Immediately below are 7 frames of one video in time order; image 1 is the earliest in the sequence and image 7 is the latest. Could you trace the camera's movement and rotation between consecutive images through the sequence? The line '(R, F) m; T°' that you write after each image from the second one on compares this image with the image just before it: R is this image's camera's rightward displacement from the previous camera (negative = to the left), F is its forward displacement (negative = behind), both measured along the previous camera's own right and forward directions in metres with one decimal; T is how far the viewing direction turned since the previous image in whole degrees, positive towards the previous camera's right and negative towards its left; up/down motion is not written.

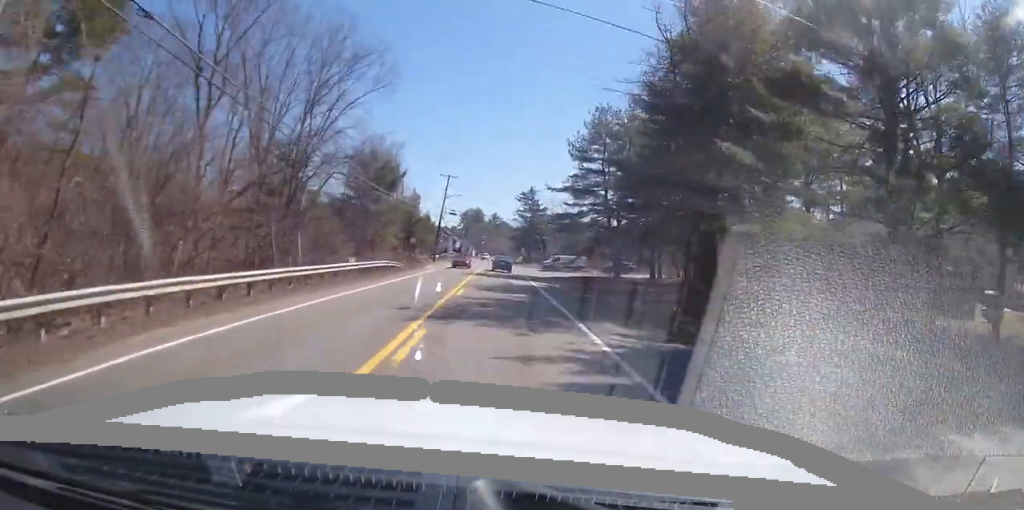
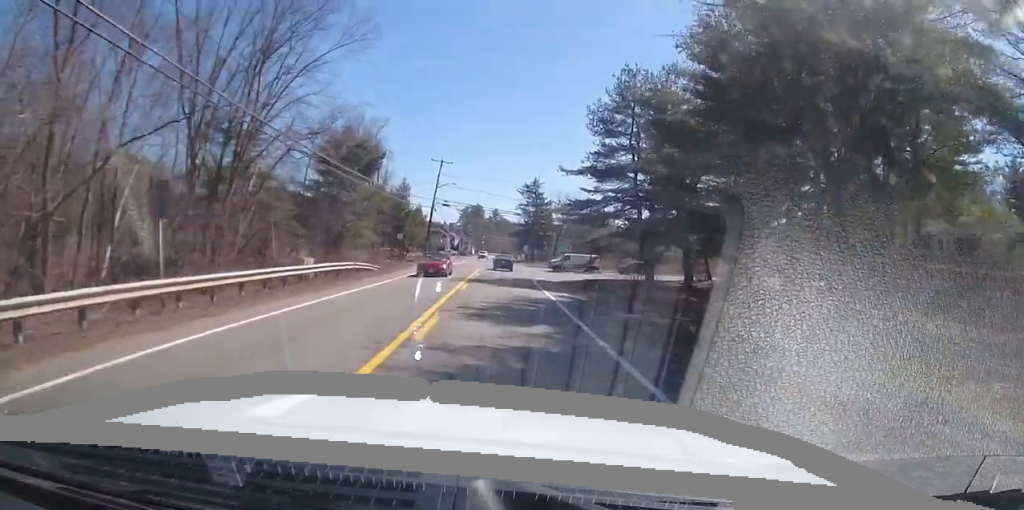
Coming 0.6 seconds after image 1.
(0.0, +10.6) m; 0°
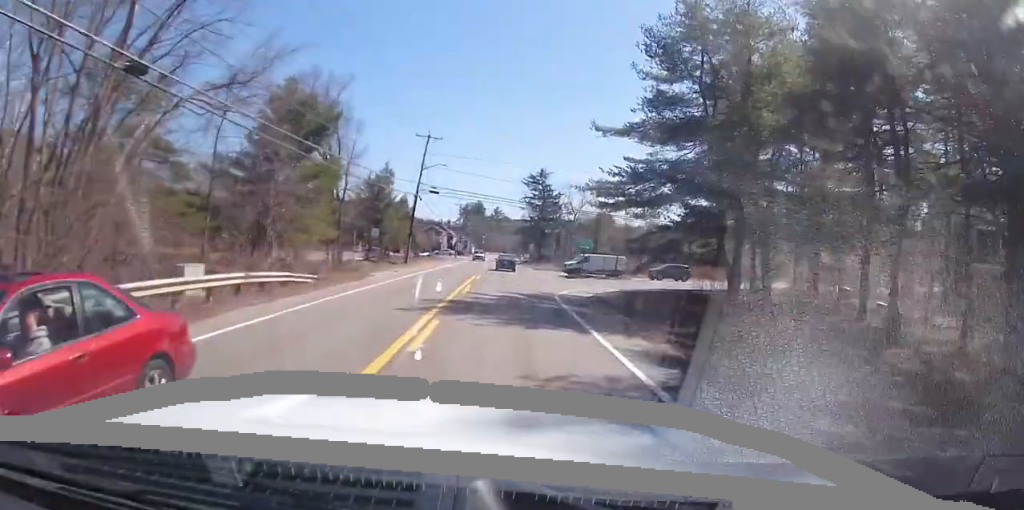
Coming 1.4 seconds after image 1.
(0.0, +13.9) m; 0°
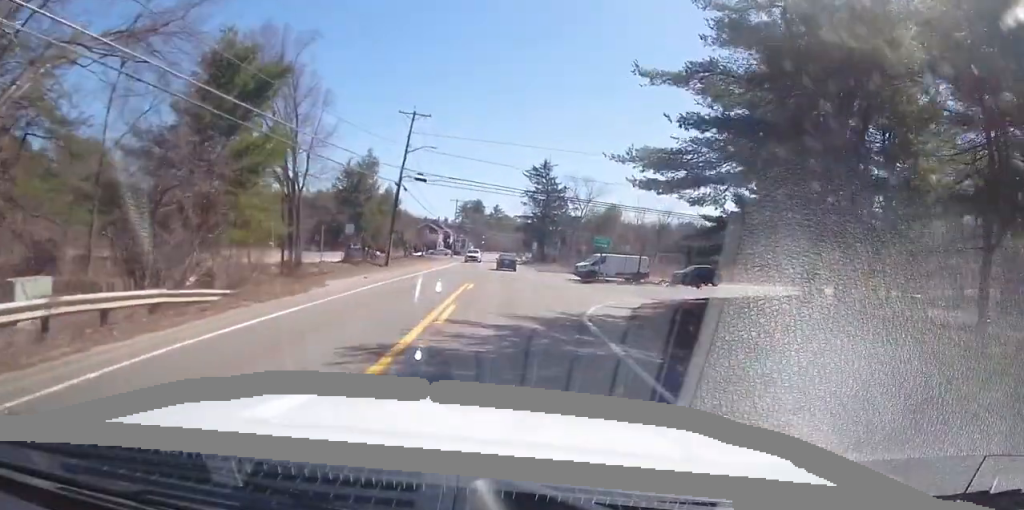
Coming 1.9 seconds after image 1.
(0.0, +8.6) m; 0°
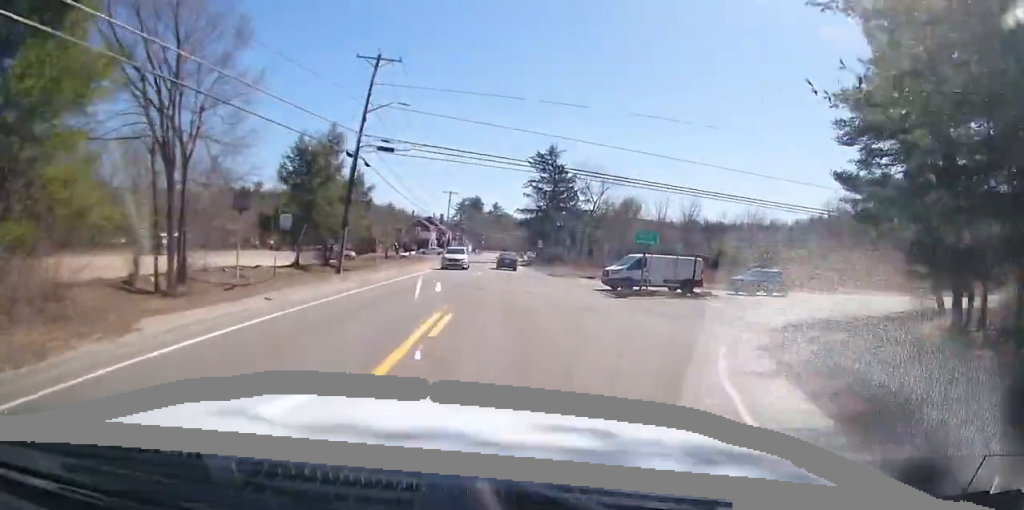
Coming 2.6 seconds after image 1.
(0.0, +12.5) m; -1°
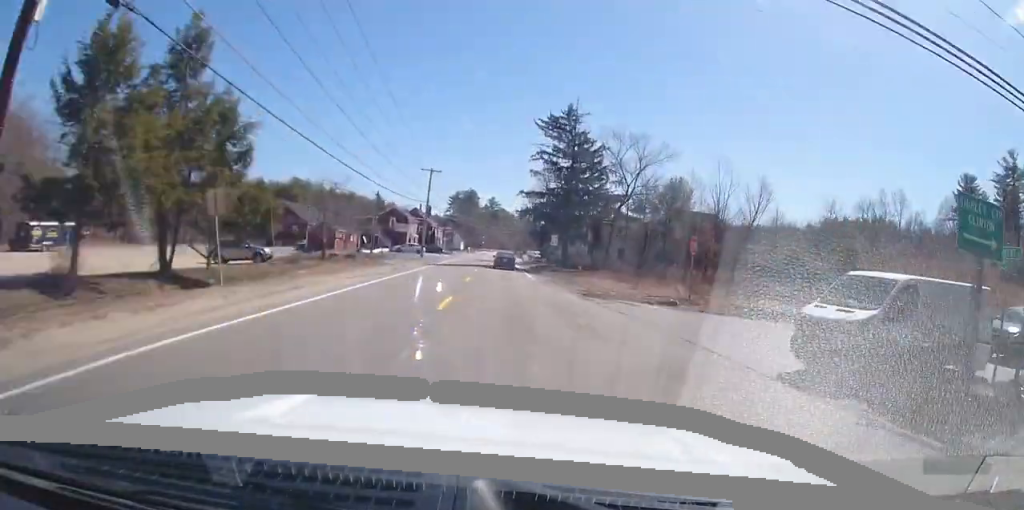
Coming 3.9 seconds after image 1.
(-0.5, +21.7) m; -3°
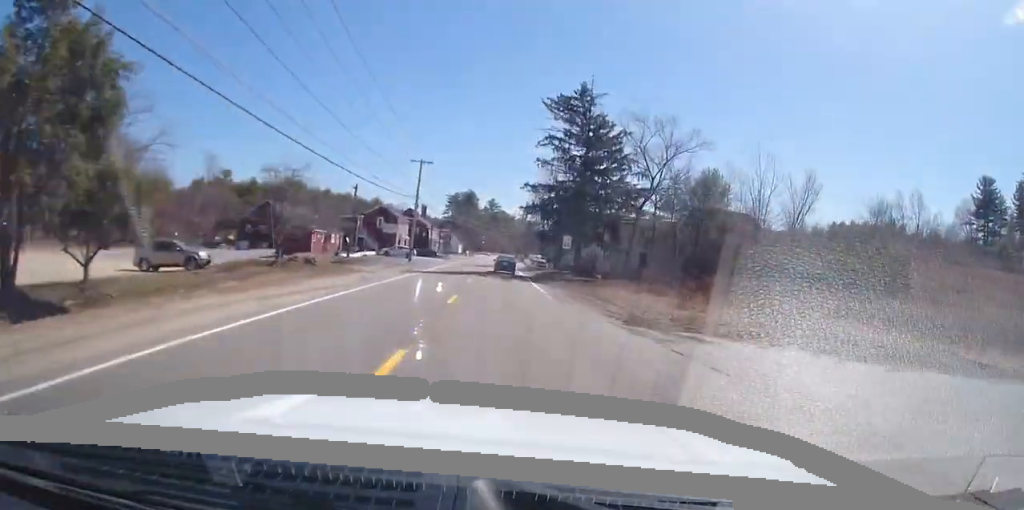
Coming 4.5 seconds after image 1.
(-0.1, +8.8) m; -1°
